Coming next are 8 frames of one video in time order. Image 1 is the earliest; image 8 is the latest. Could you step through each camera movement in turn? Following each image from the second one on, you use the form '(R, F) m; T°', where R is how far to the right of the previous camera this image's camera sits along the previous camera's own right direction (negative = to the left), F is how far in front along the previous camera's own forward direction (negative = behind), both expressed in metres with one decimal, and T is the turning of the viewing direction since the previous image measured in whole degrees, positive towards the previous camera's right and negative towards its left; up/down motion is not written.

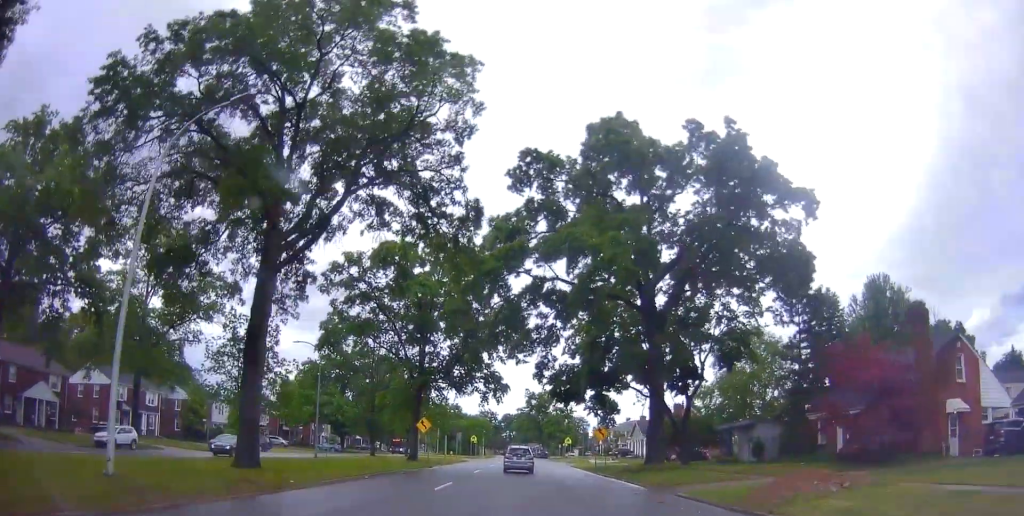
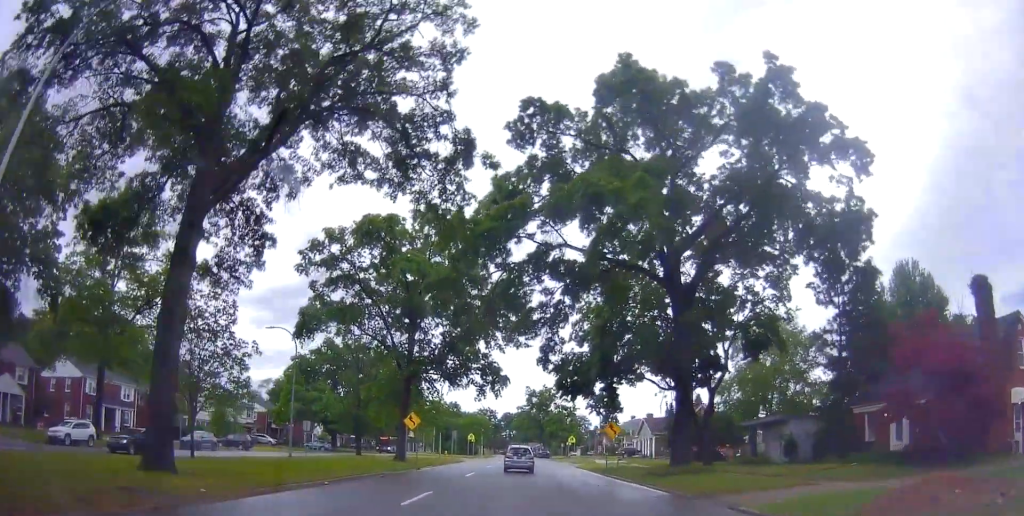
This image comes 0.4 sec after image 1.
(0.0, +5.4) m; 0°
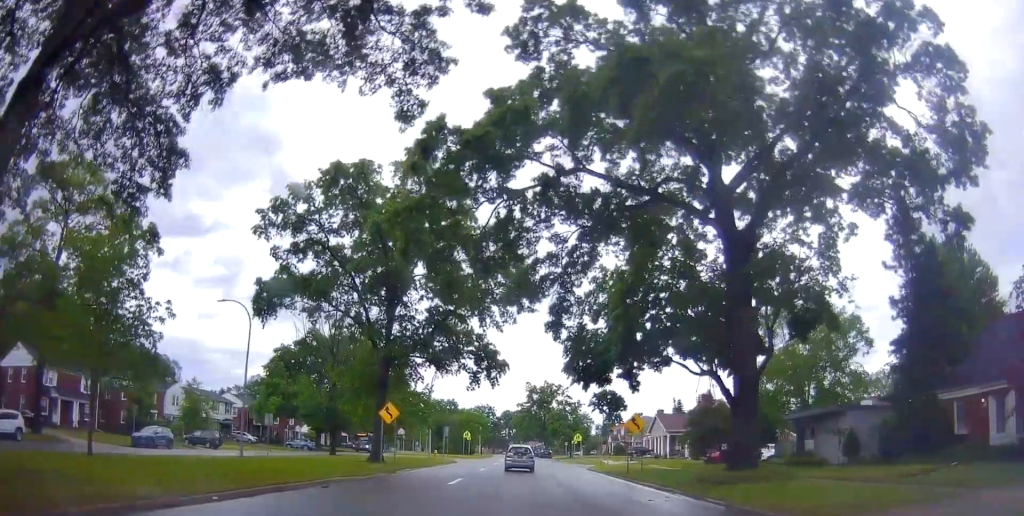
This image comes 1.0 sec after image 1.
(-0.2, +7.6) m; +1°
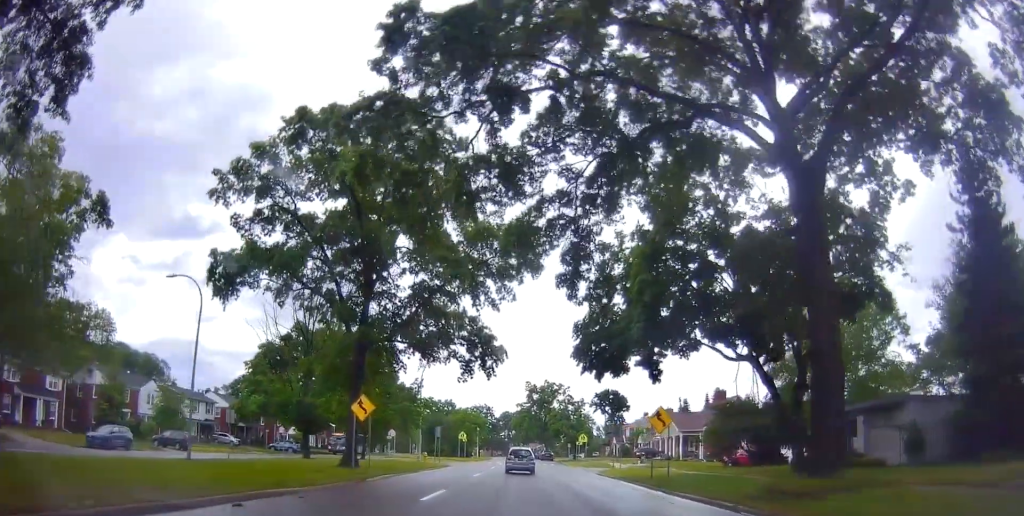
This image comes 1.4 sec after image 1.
(-0.1, +5.8) m; +1°
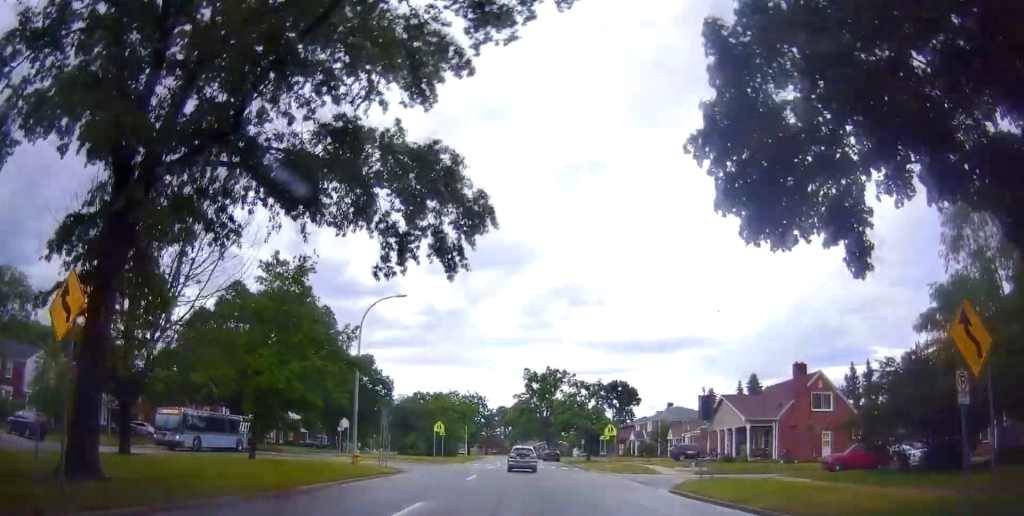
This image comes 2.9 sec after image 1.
(+0.5, +20.0) m; +1°
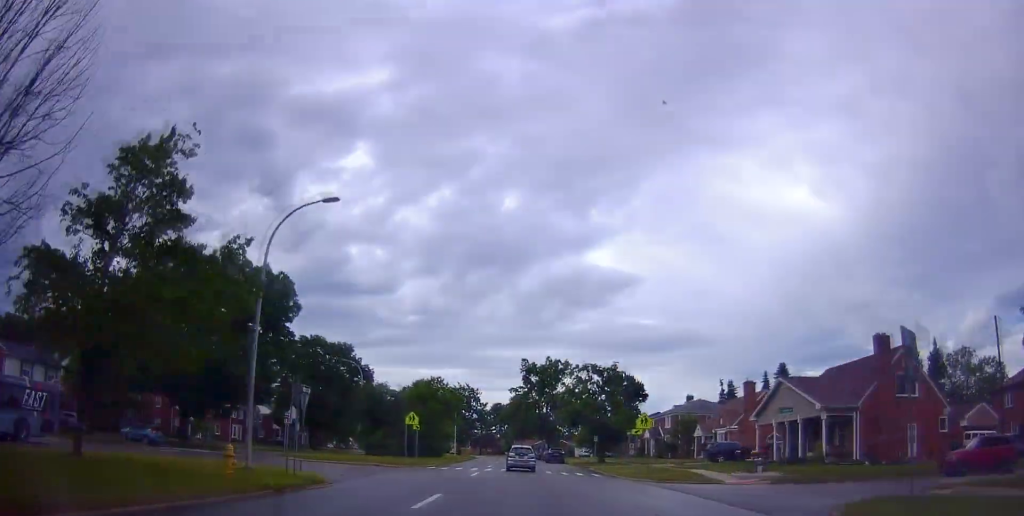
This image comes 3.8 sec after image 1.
(+0.1, +12.5) m; 0°
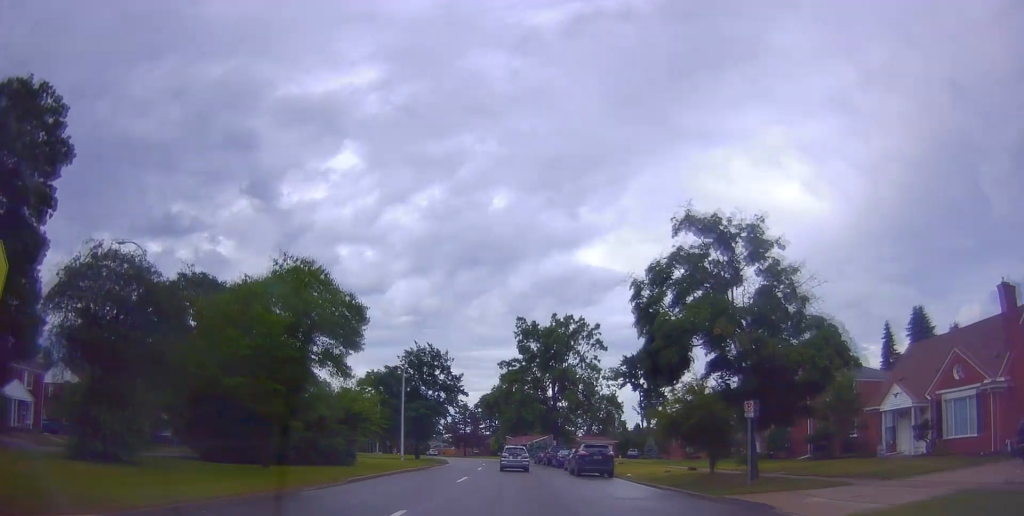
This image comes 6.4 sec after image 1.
(+0.1, +35.1) m; 0°
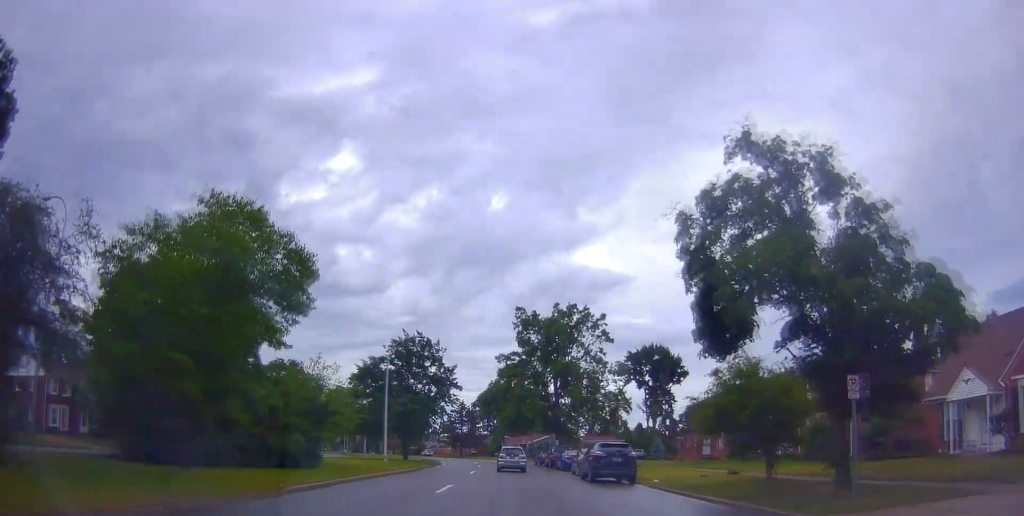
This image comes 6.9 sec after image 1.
(-0.2, +5.8) m; 0°
